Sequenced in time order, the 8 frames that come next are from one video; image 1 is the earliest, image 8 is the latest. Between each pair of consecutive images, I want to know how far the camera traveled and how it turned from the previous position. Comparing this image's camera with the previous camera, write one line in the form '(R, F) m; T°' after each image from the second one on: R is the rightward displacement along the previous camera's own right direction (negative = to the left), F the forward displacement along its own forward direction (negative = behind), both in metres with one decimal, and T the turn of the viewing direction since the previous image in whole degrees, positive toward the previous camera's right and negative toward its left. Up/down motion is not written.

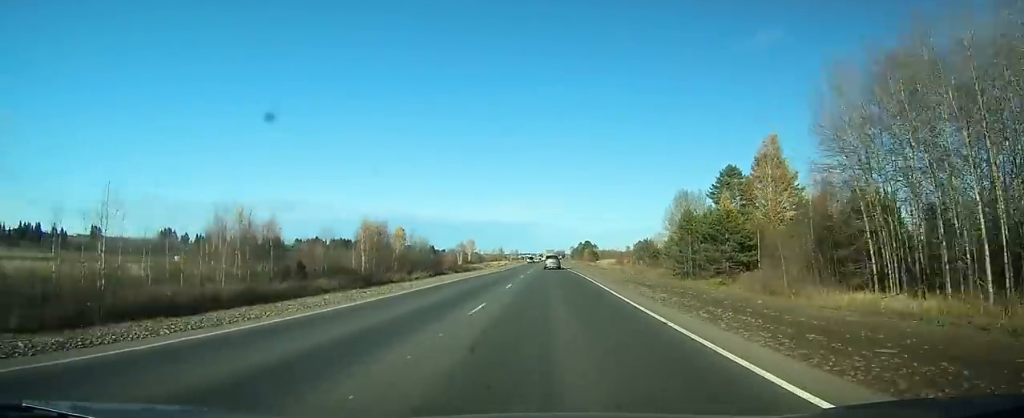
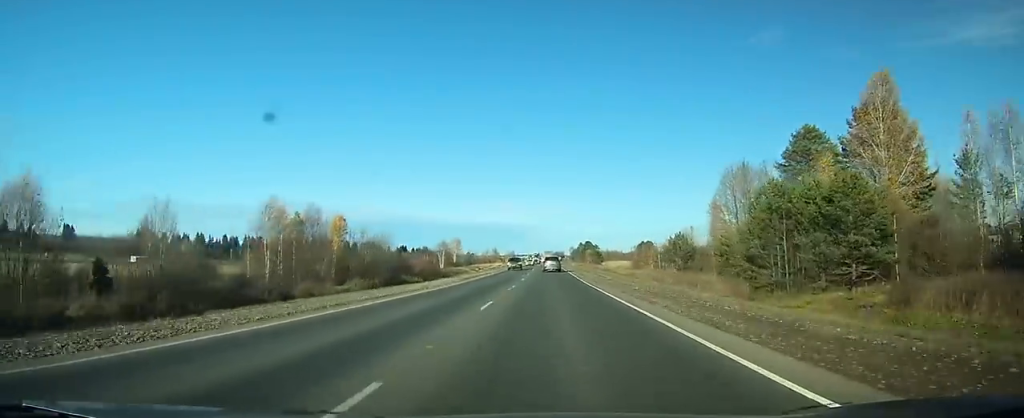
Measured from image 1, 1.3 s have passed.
(0.0, +32.6) m; 0°
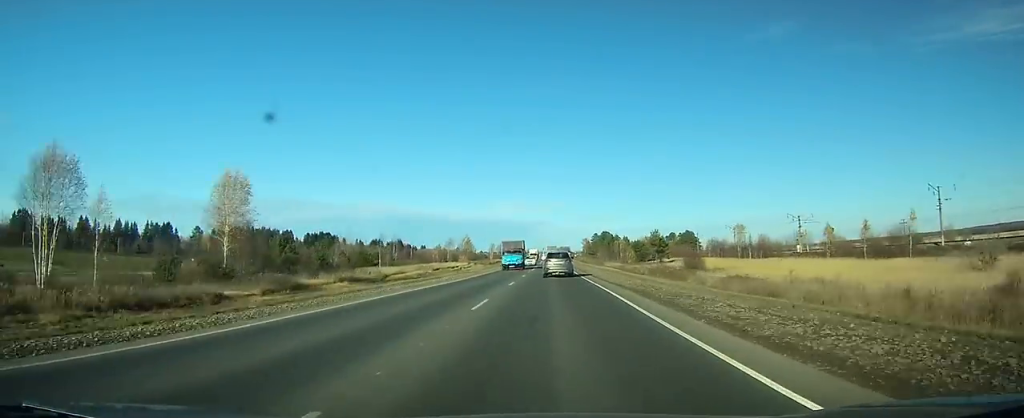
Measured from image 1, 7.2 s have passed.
(+0.2, +147.2) m; 0°
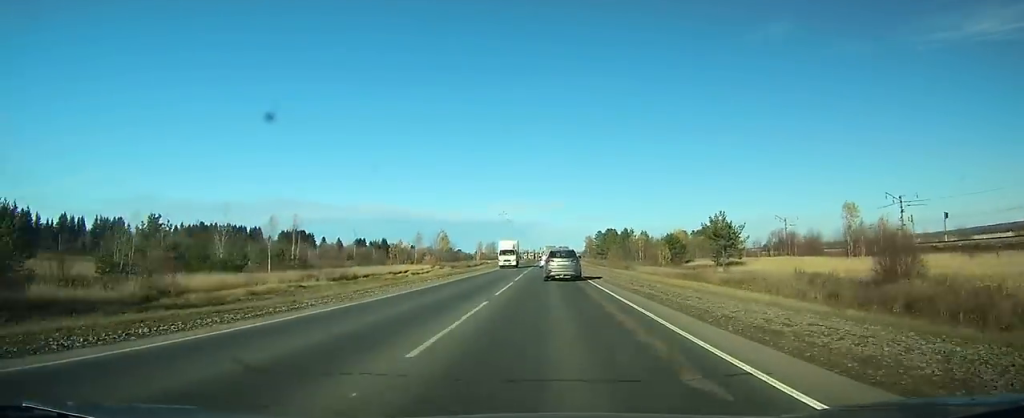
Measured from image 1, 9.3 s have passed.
(-0.1, +49.7) m; 0°
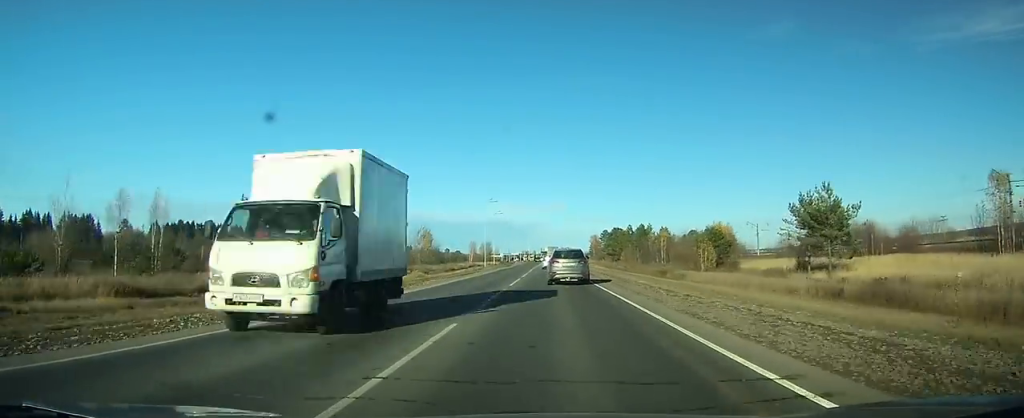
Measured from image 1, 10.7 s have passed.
(0.0, +30.2) m; 0°
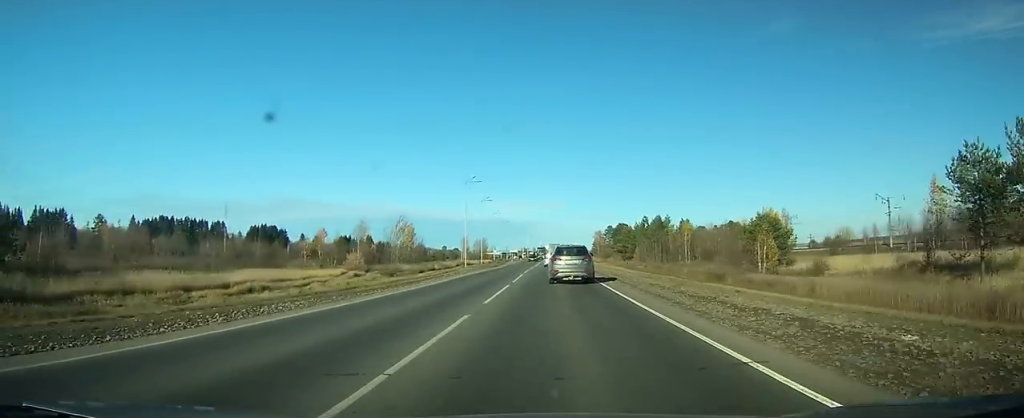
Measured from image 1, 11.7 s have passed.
(0.0, +23.1) m; 0°
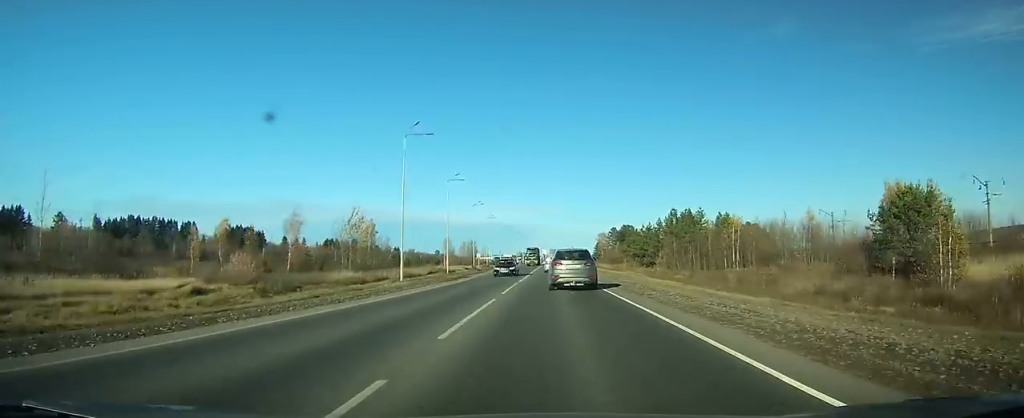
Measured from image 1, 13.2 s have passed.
(0.0, +31.2) m; 0°
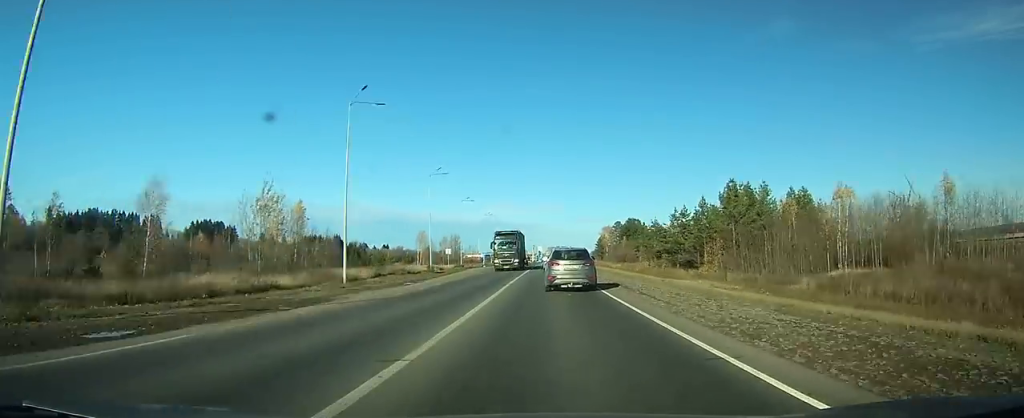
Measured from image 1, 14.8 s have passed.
(0.0, +32.9) m; 0°
